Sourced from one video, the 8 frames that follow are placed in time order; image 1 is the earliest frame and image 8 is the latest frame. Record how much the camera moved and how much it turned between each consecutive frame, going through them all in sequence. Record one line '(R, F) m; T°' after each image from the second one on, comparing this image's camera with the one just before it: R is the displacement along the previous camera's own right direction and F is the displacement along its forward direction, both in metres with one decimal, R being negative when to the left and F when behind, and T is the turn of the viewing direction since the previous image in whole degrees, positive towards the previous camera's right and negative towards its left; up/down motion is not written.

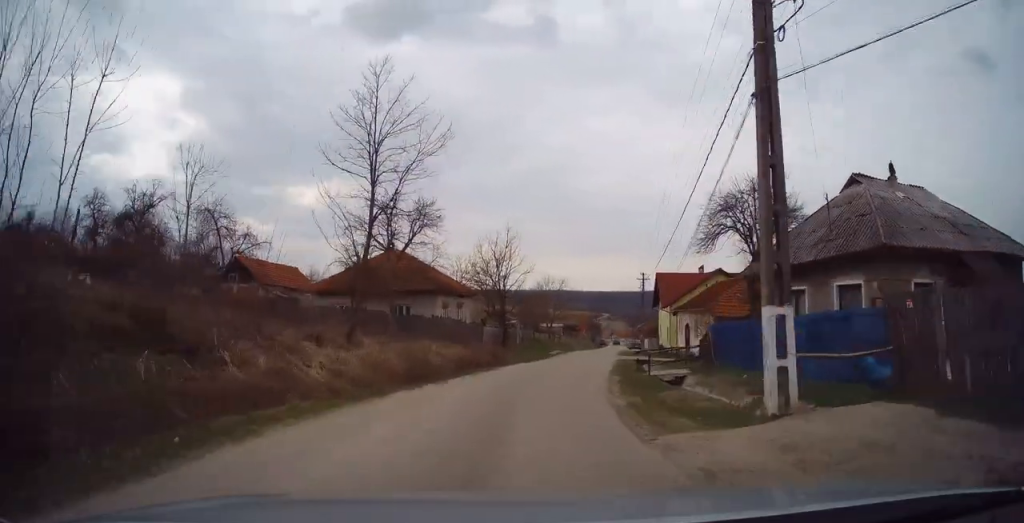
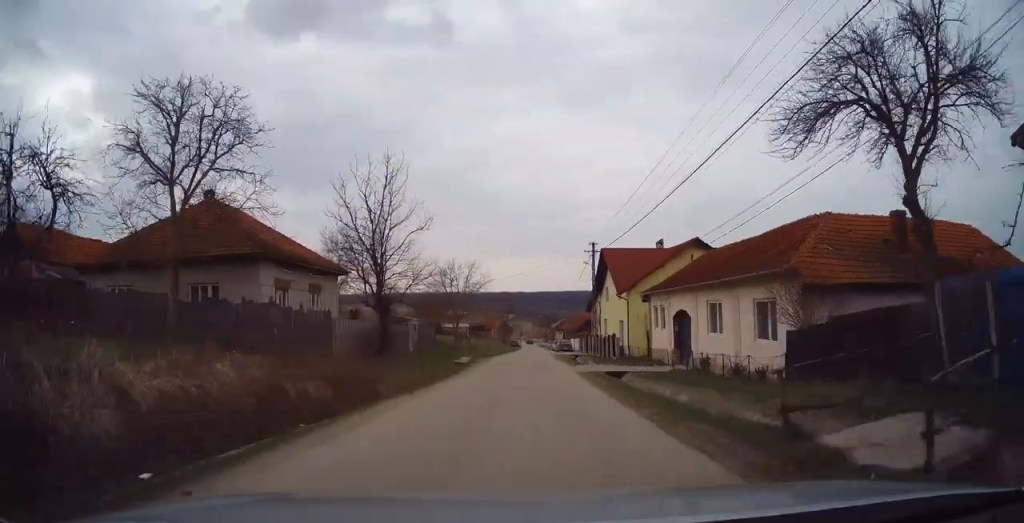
(+1.0, +16.2) m; +9°
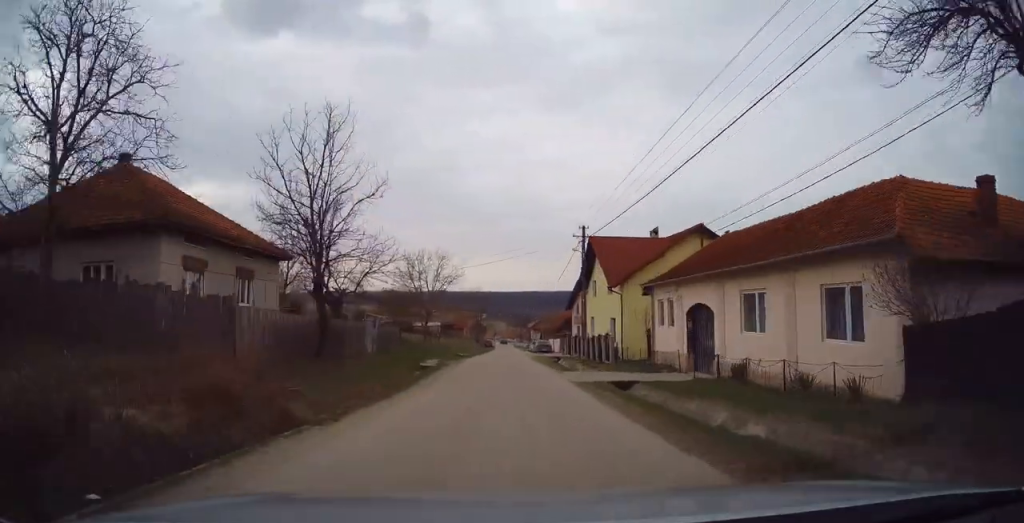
(+0.3, +5.3) m; +2°
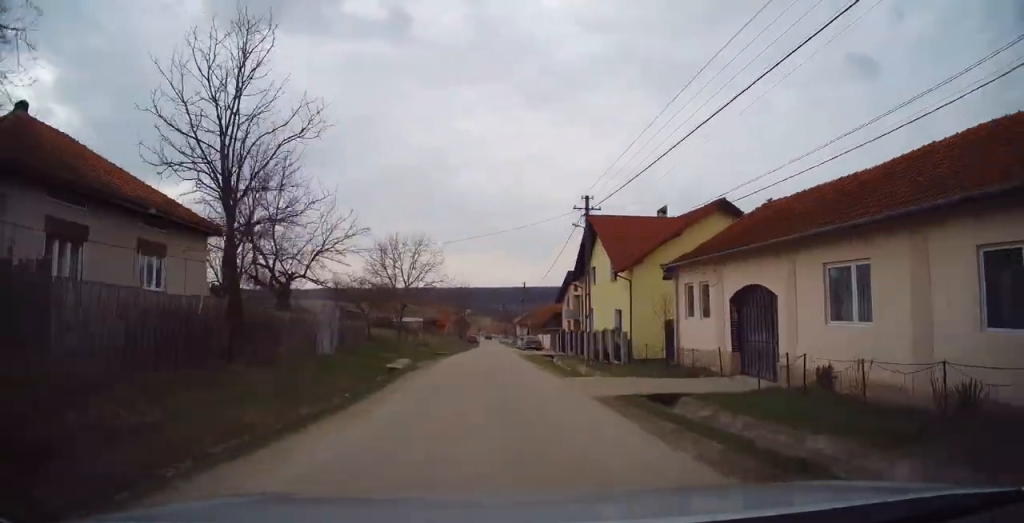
(+0.3, +5.4) m; +2°
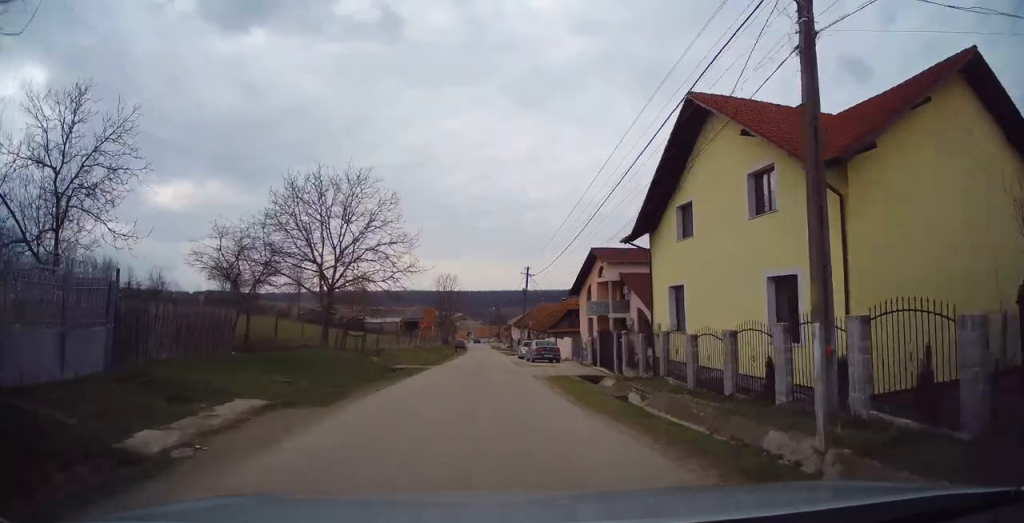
(+0.3, +17.4) m; +1°
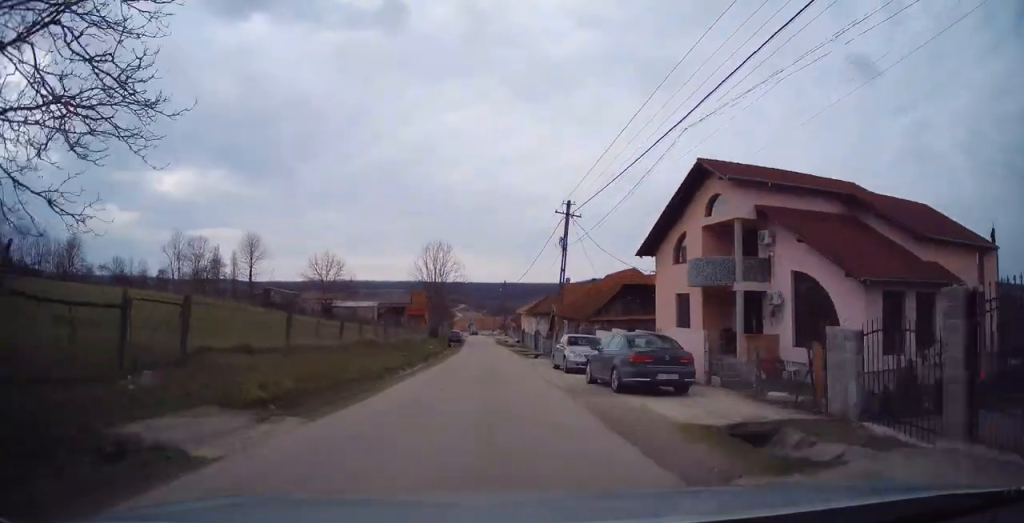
(0.0, +21.5) m; 0°
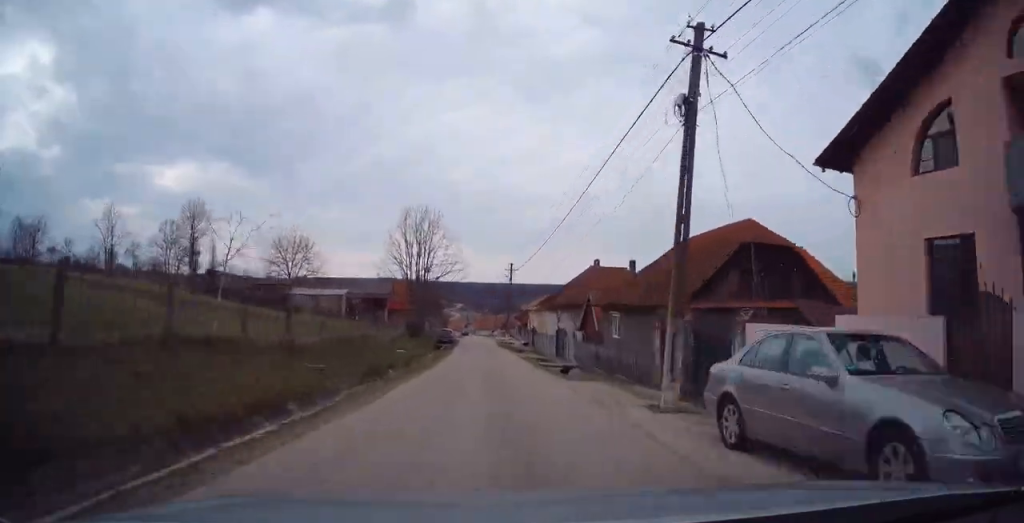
(0.0, +15.8) m; 0°
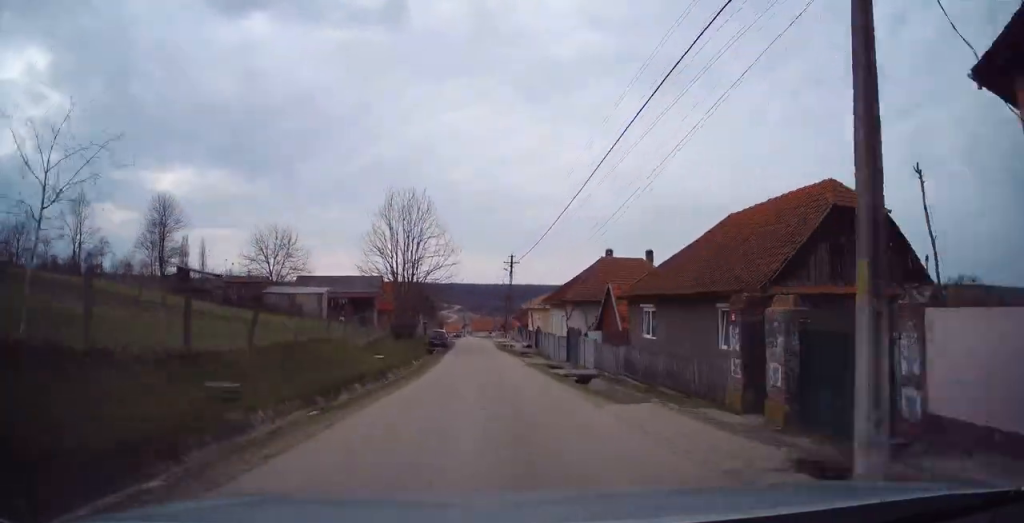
(0.0, +6.0) m; +1°
